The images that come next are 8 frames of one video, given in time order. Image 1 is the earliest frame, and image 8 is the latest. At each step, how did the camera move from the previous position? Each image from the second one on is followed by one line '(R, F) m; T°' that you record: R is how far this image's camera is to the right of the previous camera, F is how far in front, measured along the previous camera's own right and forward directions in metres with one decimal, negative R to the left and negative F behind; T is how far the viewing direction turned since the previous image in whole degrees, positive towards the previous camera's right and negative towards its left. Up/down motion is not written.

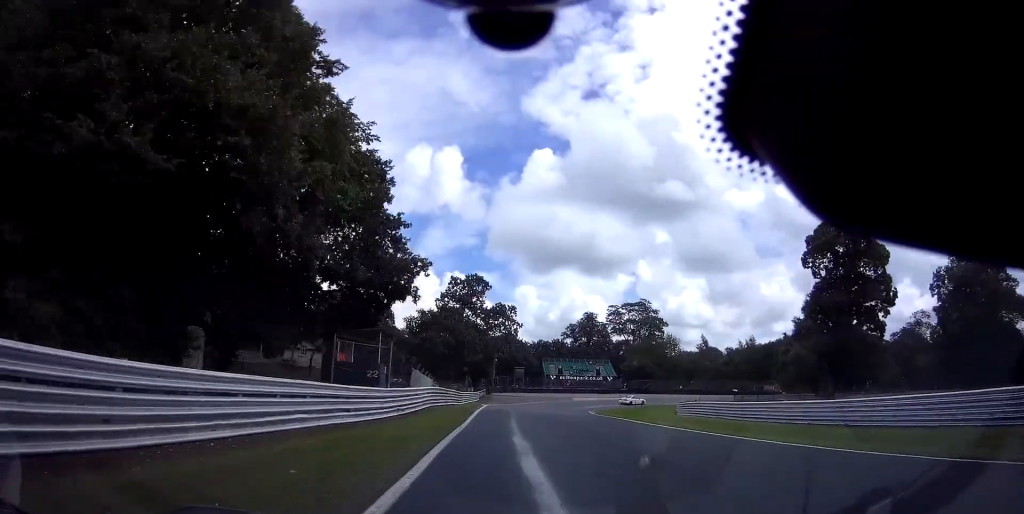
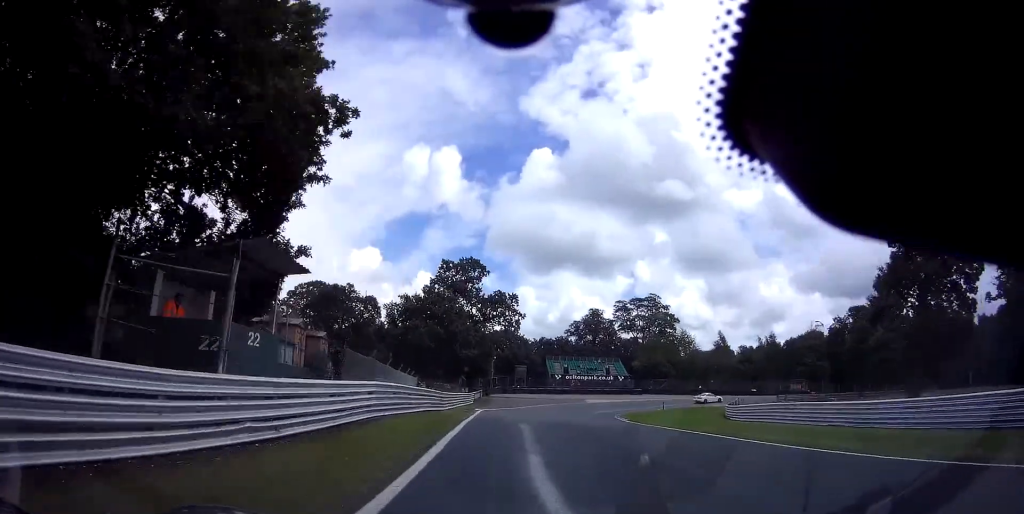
(0.0, +12.3) m; +3°
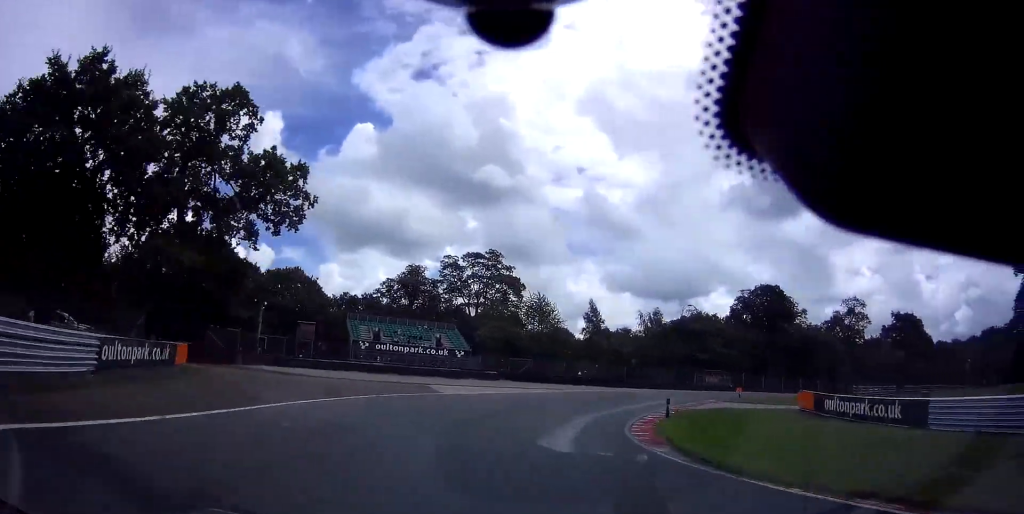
(+3.4, +38.5) m; +19°
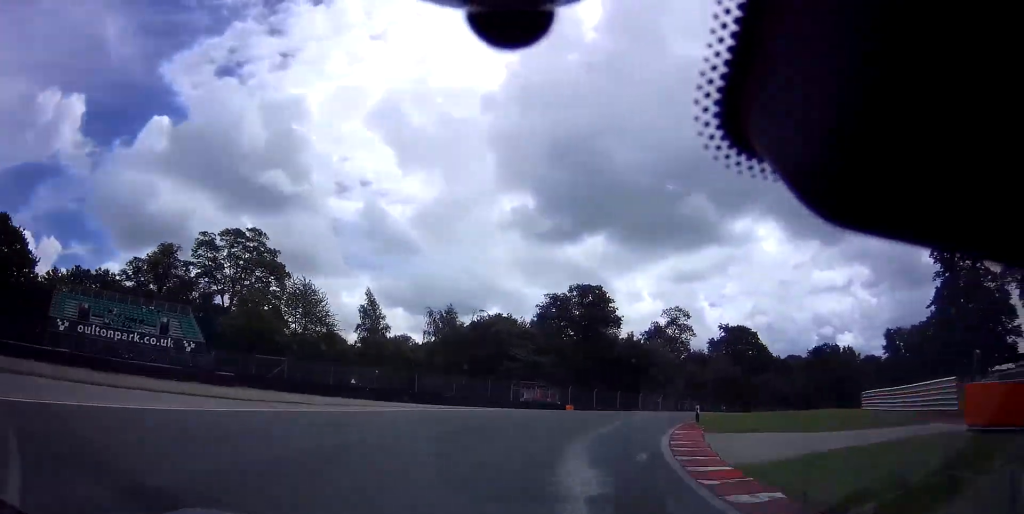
(+4.0, +20.3) m; +23°
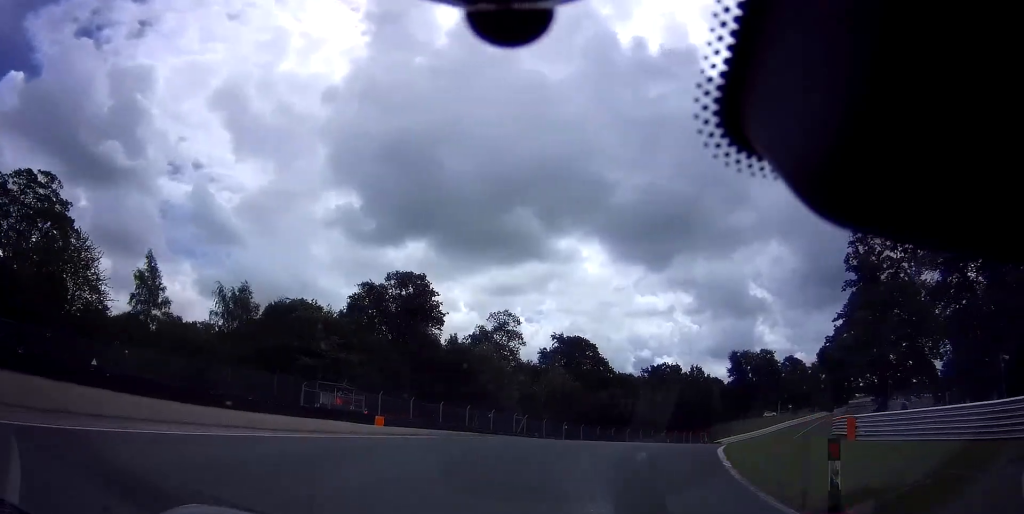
(+2.9, +14.0) m; +18°
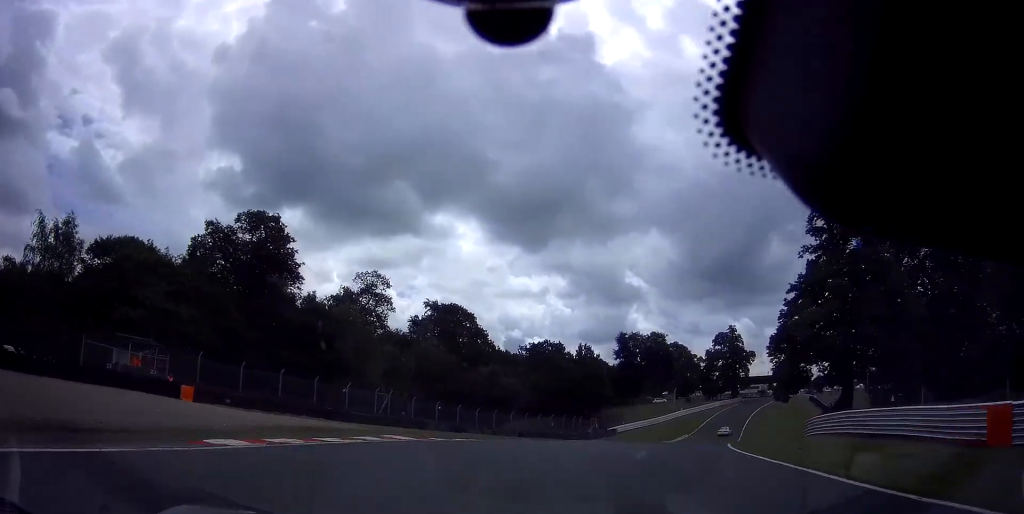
(+1.3, +12.9) m; +16°
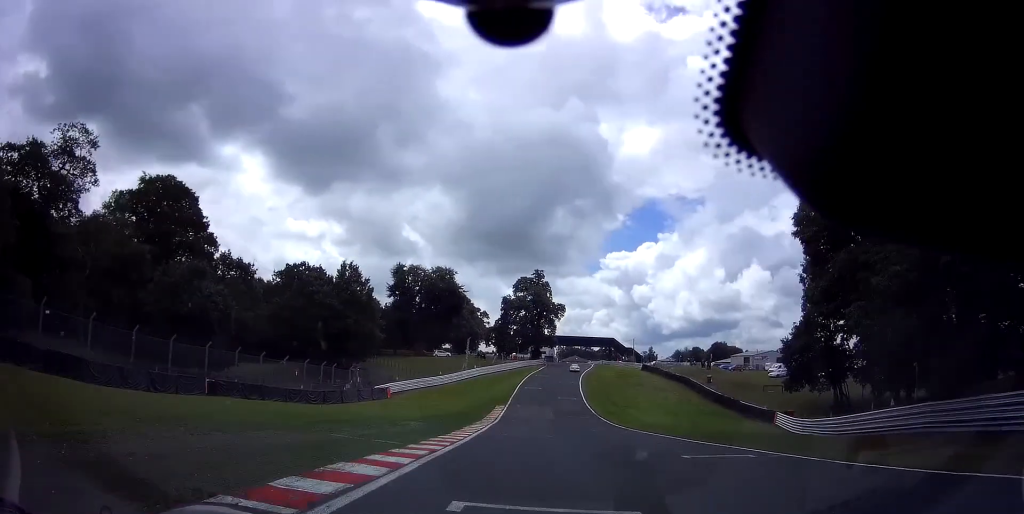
(+8.3, +30.9) m; +23°
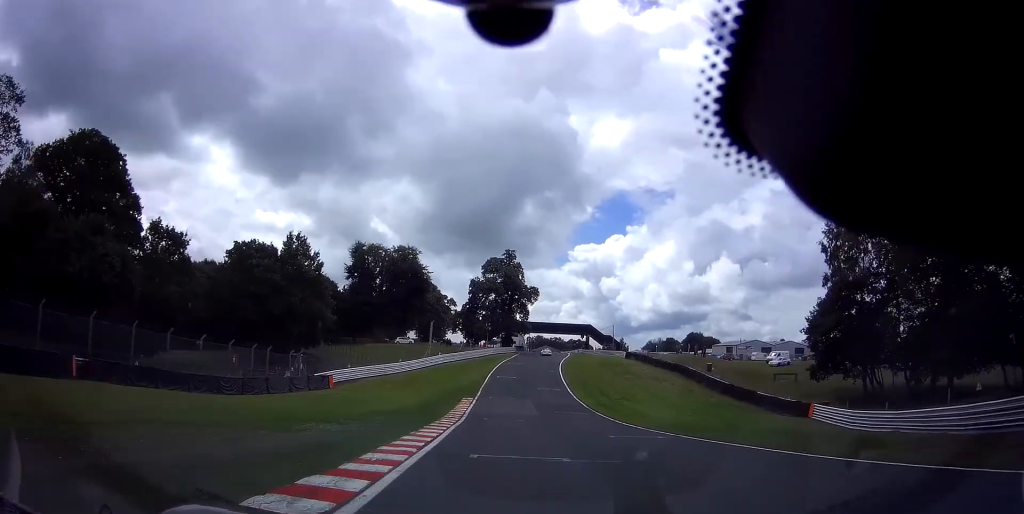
(+0.3, +10.1) m; +5°
